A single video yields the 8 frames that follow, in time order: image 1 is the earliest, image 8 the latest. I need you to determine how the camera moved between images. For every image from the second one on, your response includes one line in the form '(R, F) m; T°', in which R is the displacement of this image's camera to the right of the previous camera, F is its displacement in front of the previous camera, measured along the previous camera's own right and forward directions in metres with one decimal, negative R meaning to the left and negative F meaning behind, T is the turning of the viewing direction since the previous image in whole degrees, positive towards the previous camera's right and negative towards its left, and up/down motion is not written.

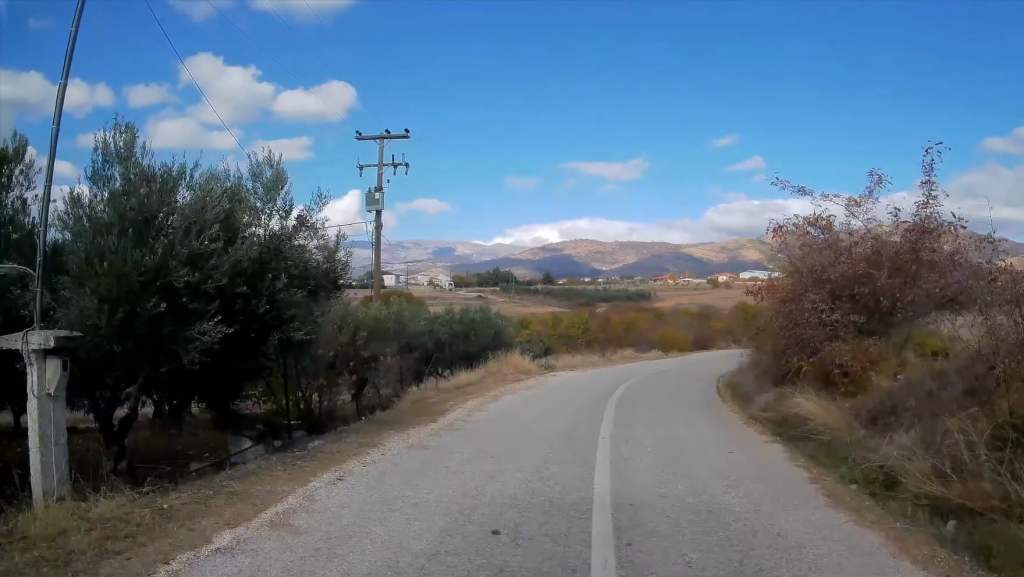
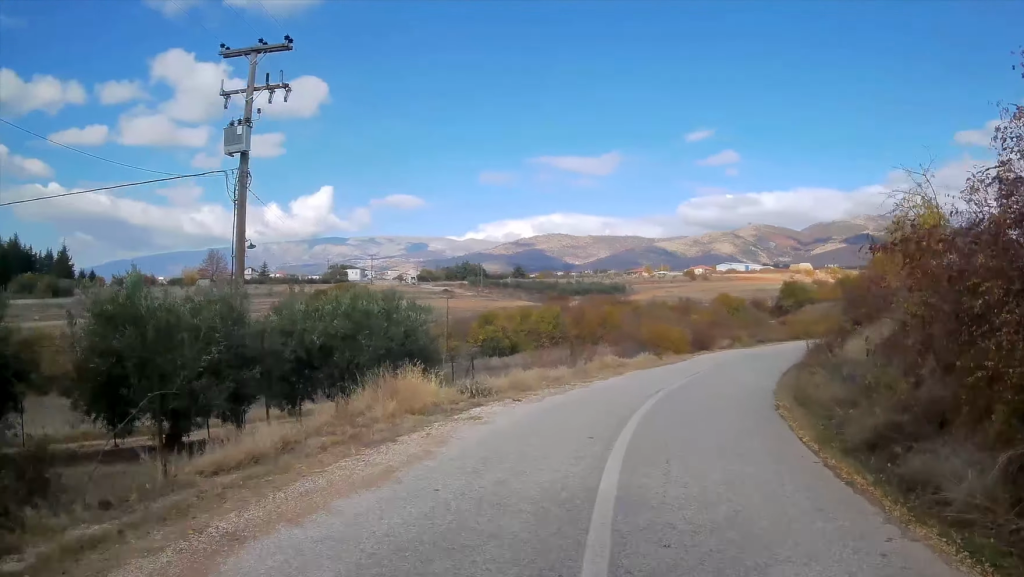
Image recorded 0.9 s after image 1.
(+0.2, +10.0) m; +2°
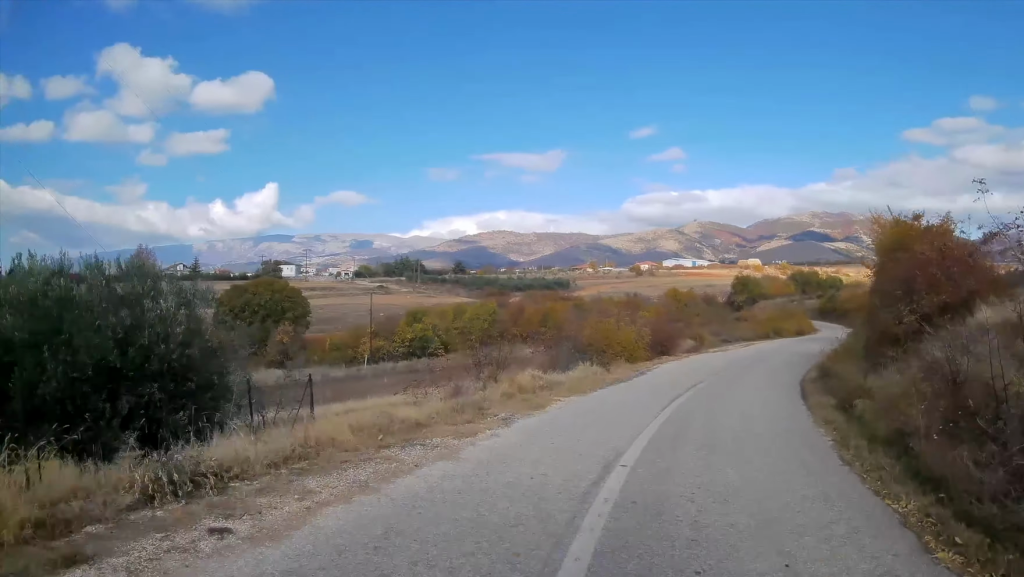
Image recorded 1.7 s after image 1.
(+0.2, +8.5) m; +3°
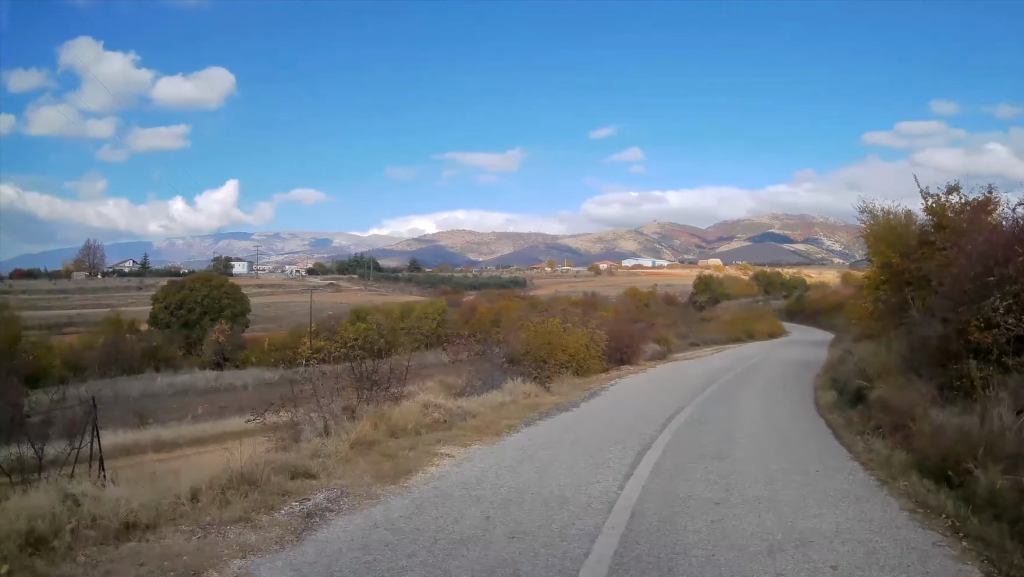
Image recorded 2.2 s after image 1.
(+0.1, +5.3) m; +3°
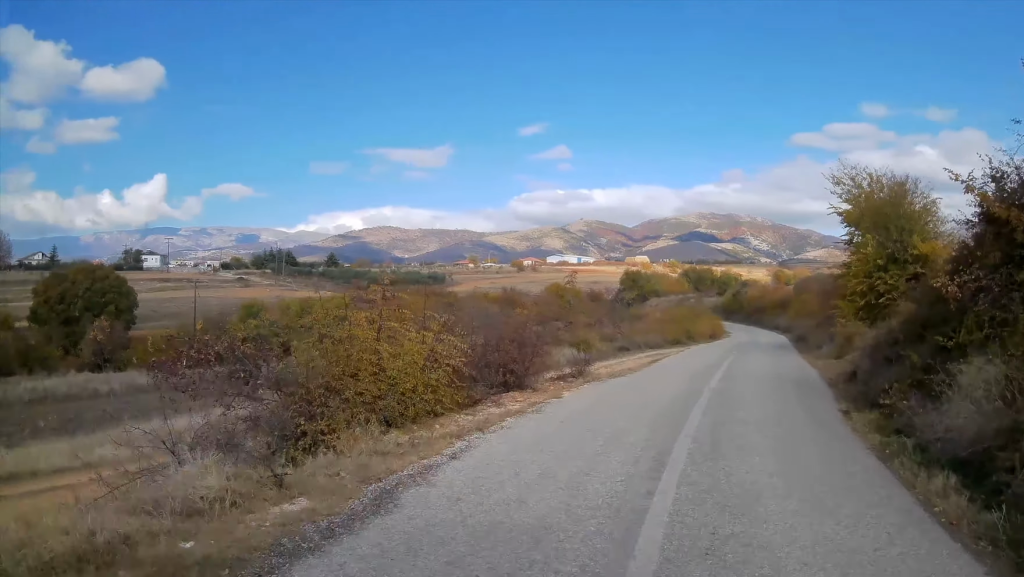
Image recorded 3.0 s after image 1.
(+0.2, +8.3) m; +6°
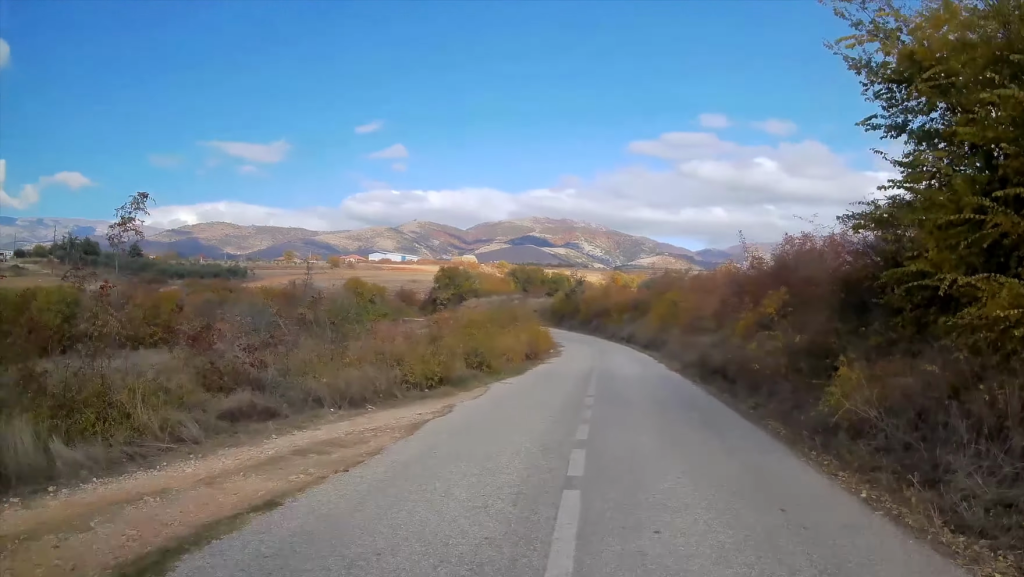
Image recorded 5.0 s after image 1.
(+3.0, +20.0) m; +14°
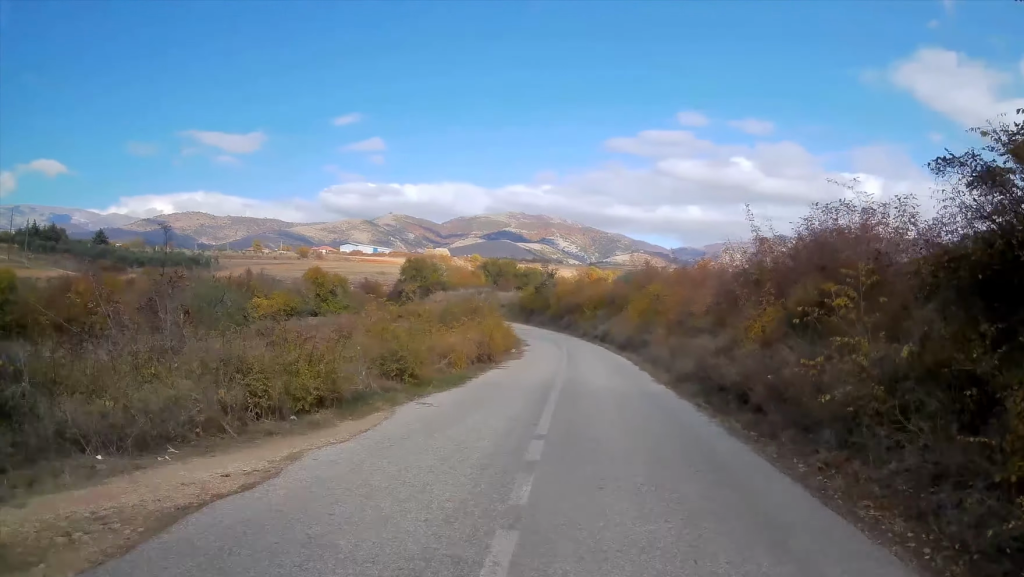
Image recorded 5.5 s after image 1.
(+0.2, +5.7) m; +2°
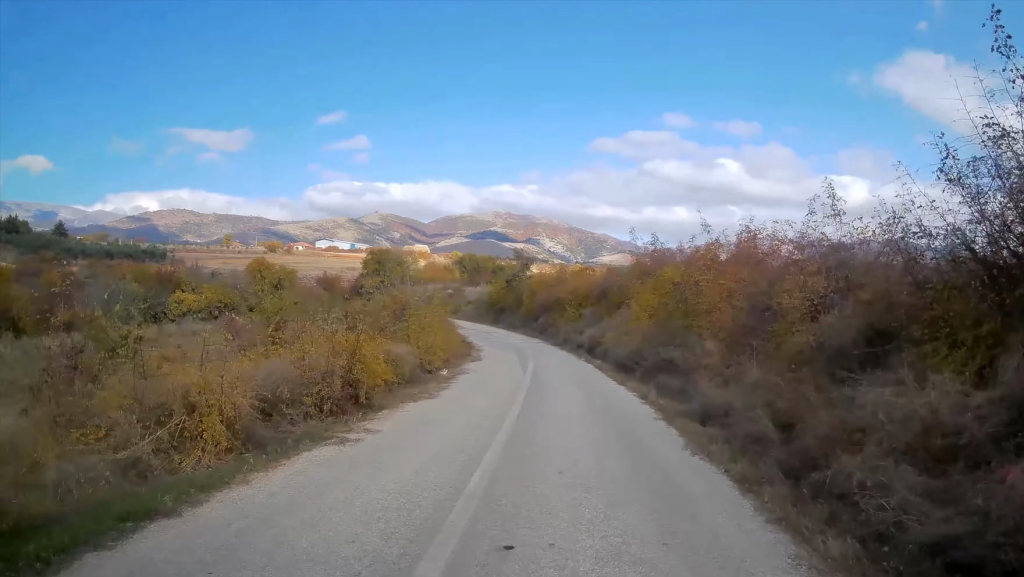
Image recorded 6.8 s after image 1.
(+0.5, +14.1) m; +2°
